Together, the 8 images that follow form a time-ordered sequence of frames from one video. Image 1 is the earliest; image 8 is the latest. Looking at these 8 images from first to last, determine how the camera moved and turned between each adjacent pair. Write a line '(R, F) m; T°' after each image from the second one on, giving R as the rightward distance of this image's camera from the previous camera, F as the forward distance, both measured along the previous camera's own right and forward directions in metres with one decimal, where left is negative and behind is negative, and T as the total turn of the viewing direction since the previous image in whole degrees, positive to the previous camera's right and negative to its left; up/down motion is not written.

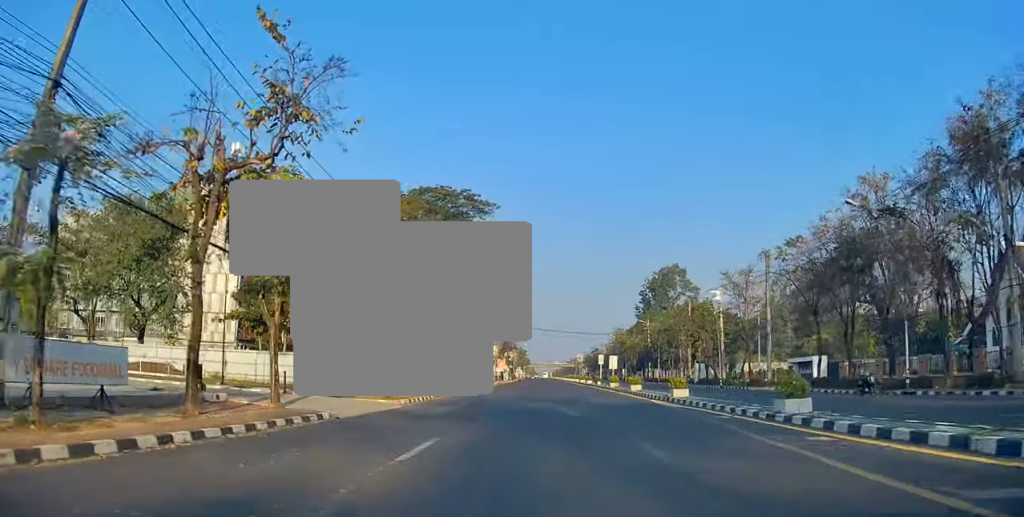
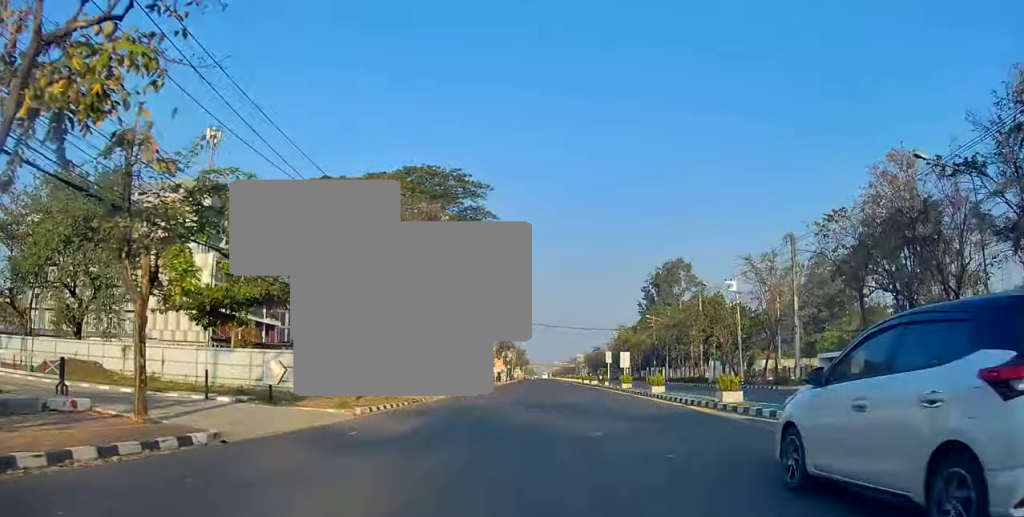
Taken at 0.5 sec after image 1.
(-0.1, +7.4) m; +1°
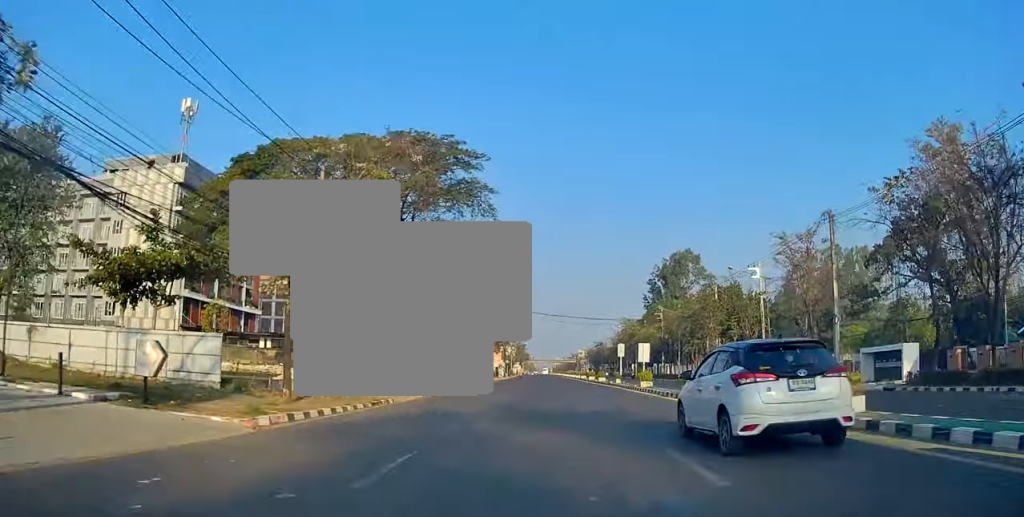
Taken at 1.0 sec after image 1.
(+0.2, +7.4) m; 0°
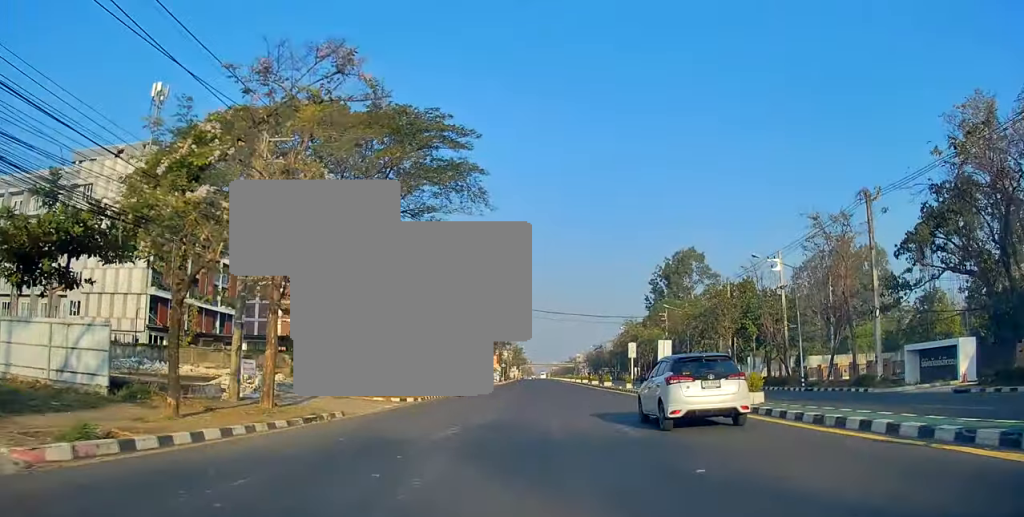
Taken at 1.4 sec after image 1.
(+0.2, +6.4) m; 0°
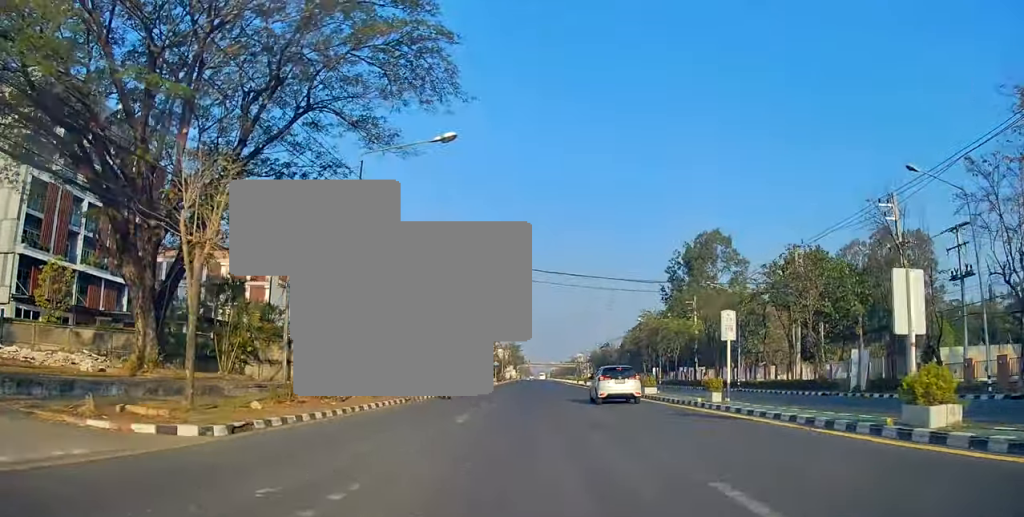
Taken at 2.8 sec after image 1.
(-0.4, +20.3) m; 0°
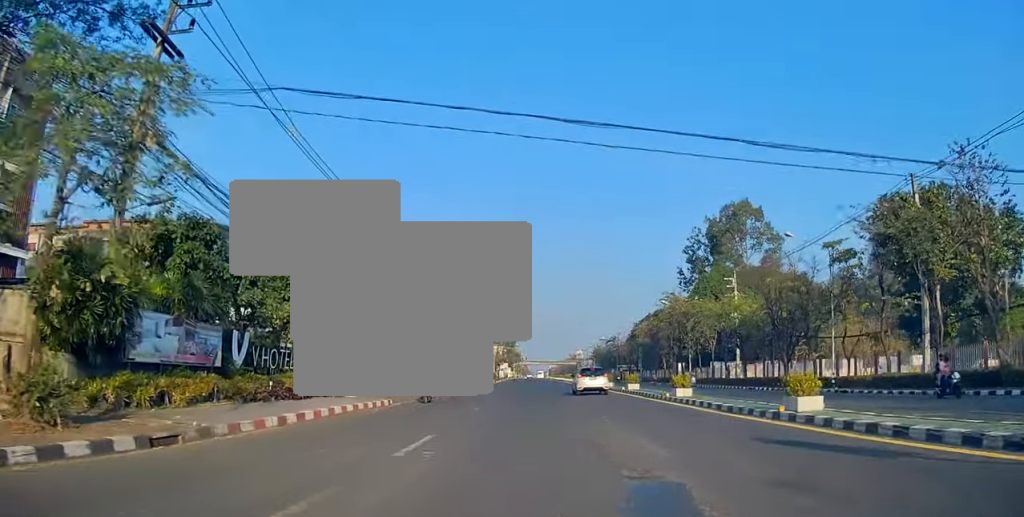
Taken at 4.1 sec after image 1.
(+0.3, +19.7) m; +1°
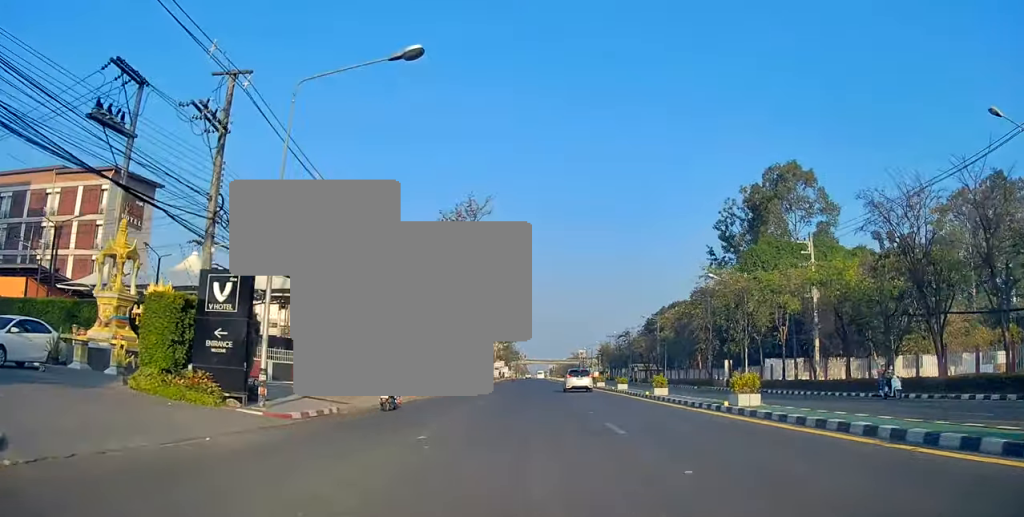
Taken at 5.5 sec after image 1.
(+0.2, +20.2) m; +1°
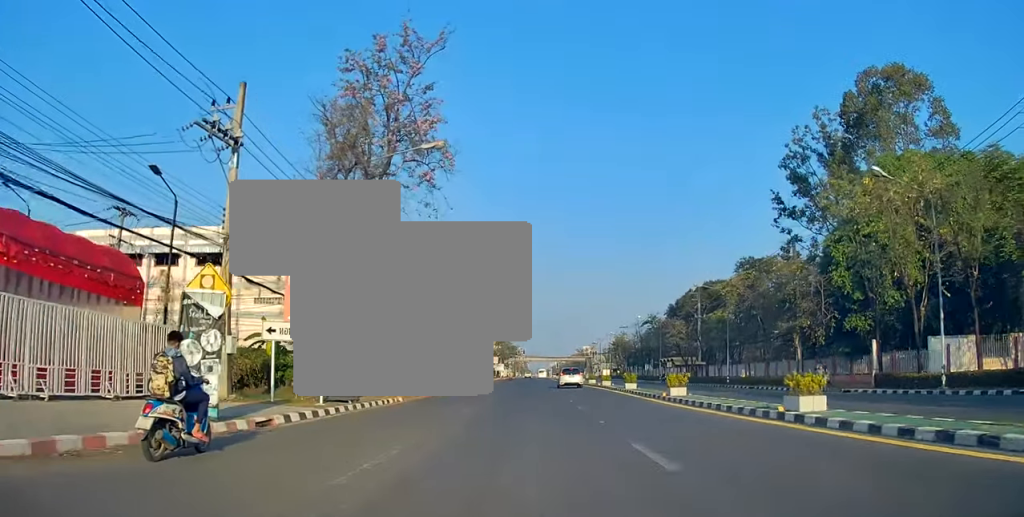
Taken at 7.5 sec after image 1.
(-0.1, +28.1) m; -2°
